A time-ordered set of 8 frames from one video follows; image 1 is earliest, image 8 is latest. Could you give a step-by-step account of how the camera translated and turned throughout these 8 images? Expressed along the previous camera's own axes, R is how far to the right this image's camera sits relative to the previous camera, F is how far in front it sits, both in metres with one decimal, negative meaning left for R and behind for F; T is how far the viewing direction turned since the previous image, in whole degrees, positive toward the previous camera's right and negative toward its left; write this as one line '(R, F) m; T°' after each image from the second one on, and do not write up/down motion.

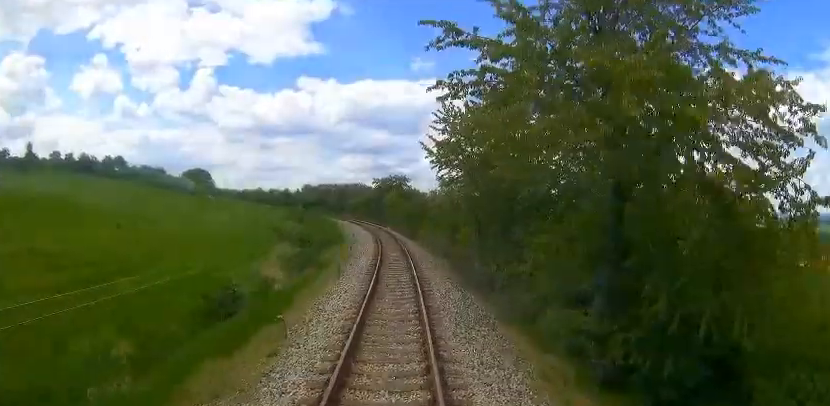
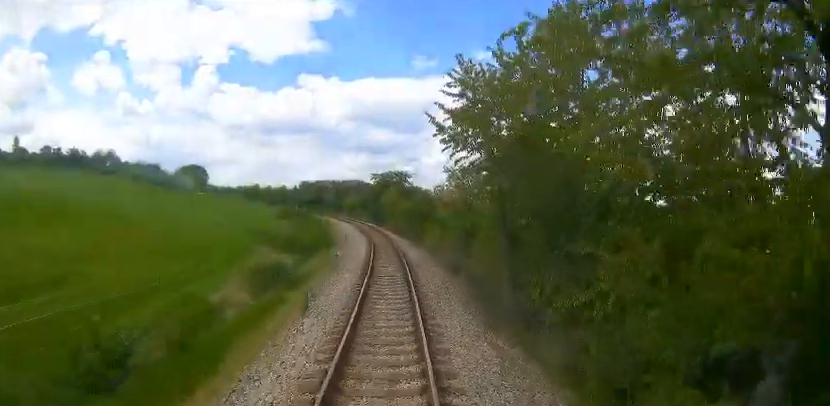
(0.0, +6.8) m; -1°
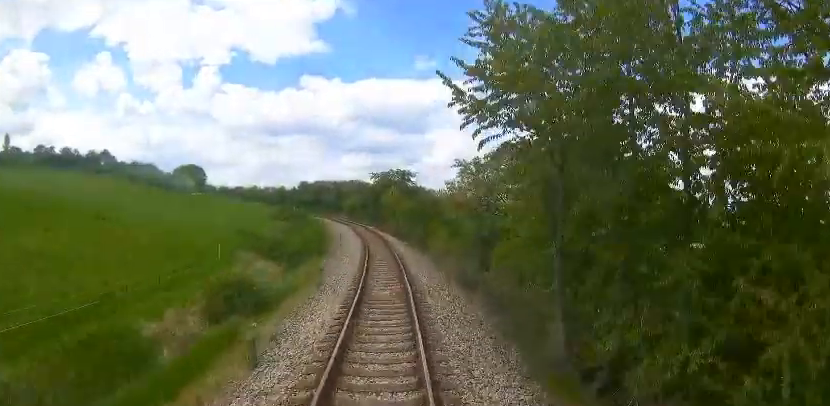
(-0.1, +5.2) m; -1°
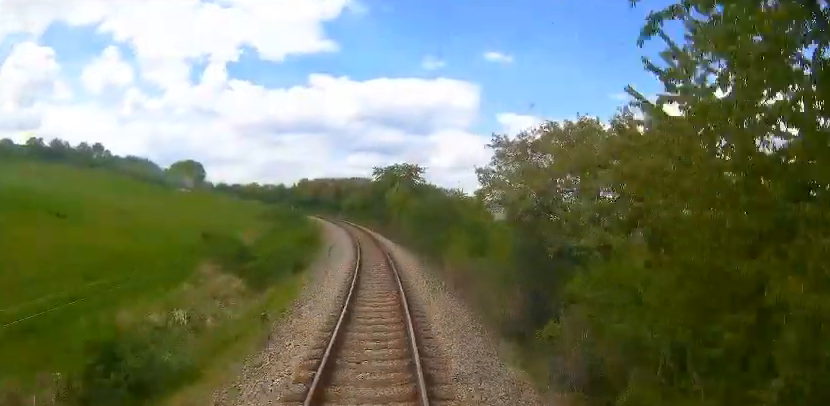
(-0.1, +8.4) m; -2°
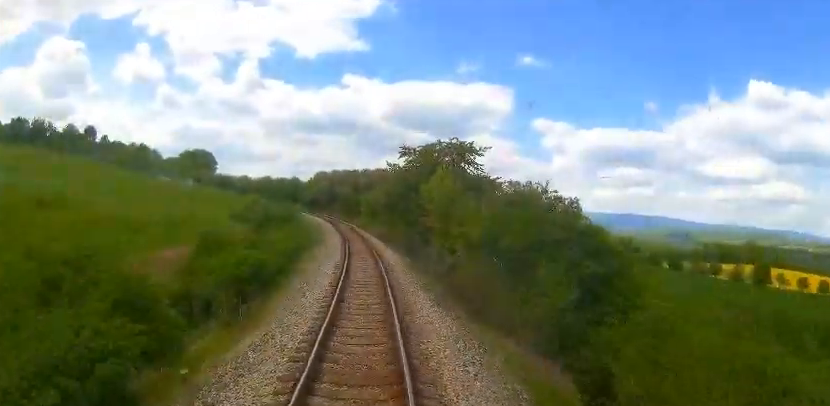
(-1.1, +22.7) m; -4°
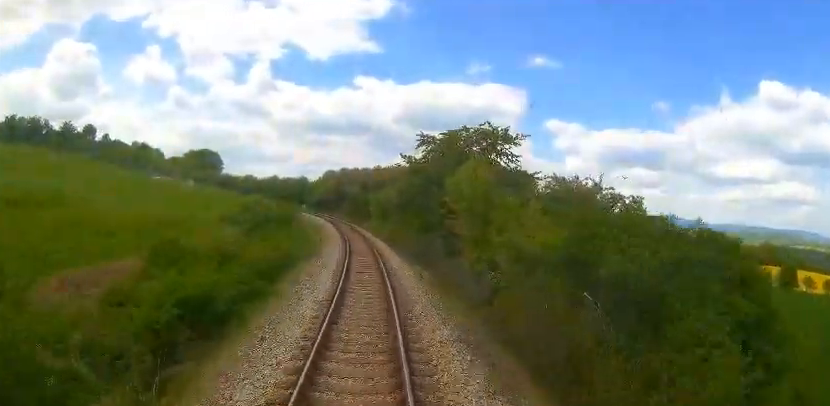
(0.0, +7.2) m; 0°
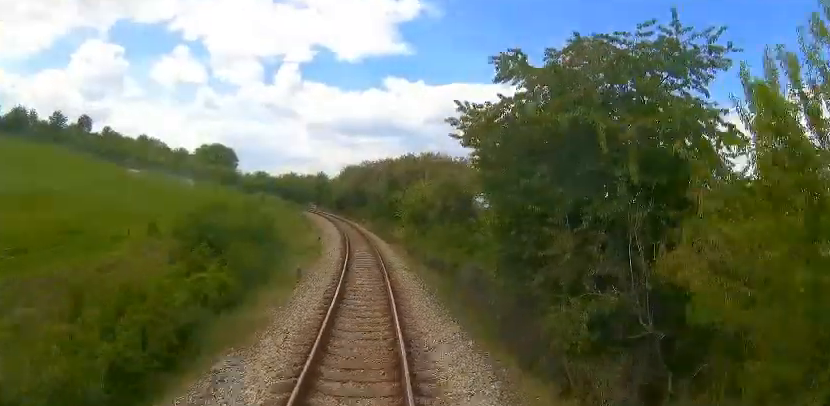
(-1.3, +17.1) m; -9°
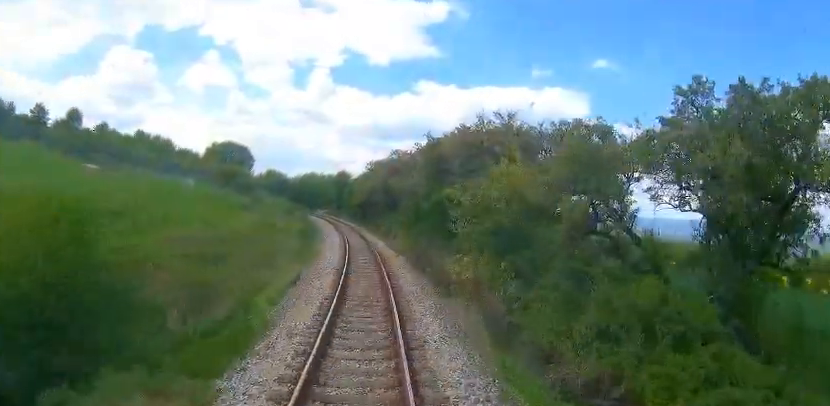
(+0.3, +18.9) m; +3°
